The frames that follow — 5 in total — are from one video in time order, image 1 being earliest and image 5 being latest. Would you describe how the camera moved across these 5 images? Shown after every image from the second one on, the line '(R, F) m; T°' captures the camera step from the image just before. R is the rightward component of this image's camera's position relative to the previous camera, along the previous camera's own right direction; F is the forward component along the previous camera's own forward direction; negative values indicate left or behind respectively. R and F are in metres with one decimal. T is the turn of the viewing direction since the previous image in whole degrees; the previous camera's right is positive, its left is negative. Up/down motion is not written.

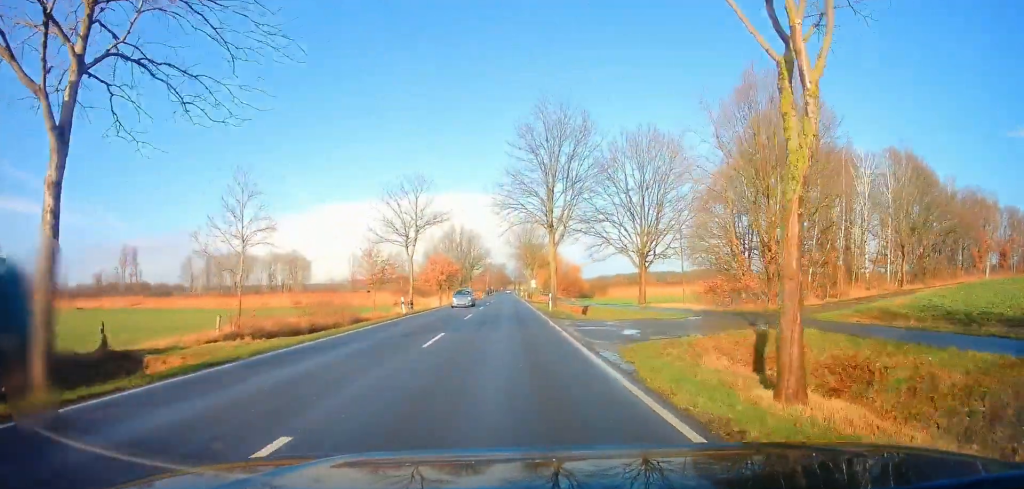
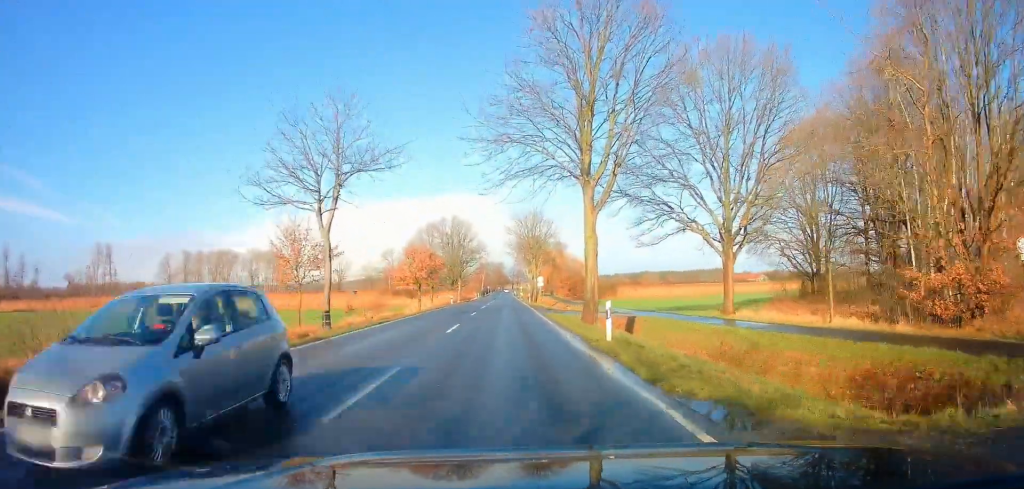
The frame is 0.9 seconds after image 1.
(-0.2, +19.7) m; 0°
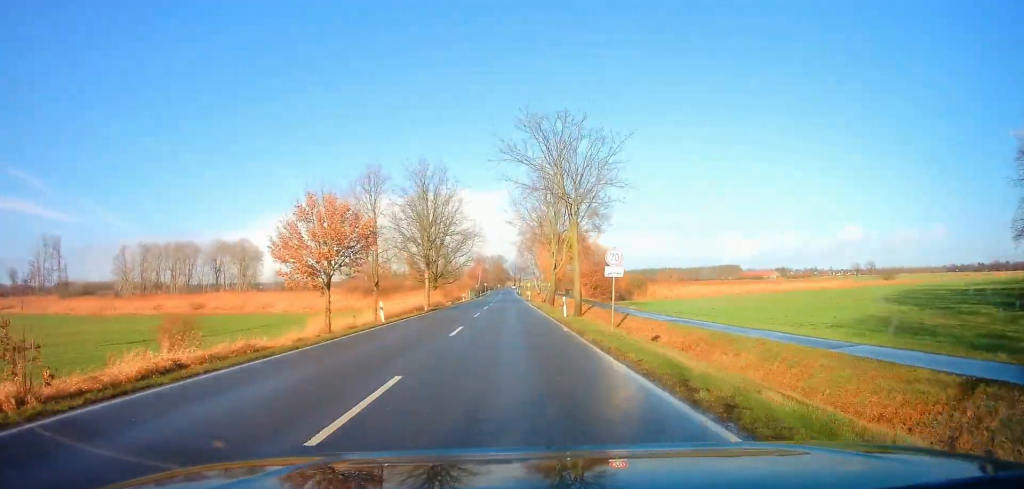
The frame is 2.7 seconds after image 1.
(+0.4, +37.1) m; +1°
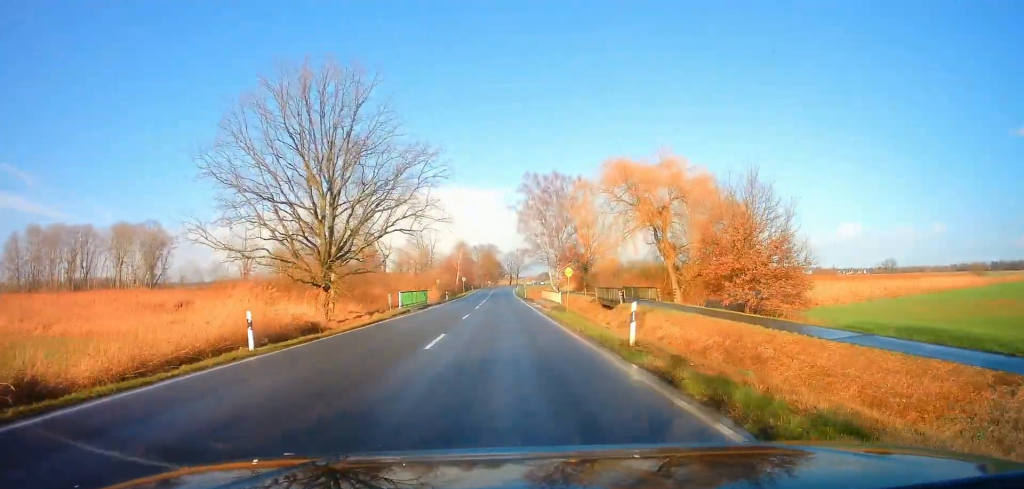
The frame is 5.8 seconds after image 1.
(+0.1, +64.1) m; 0°
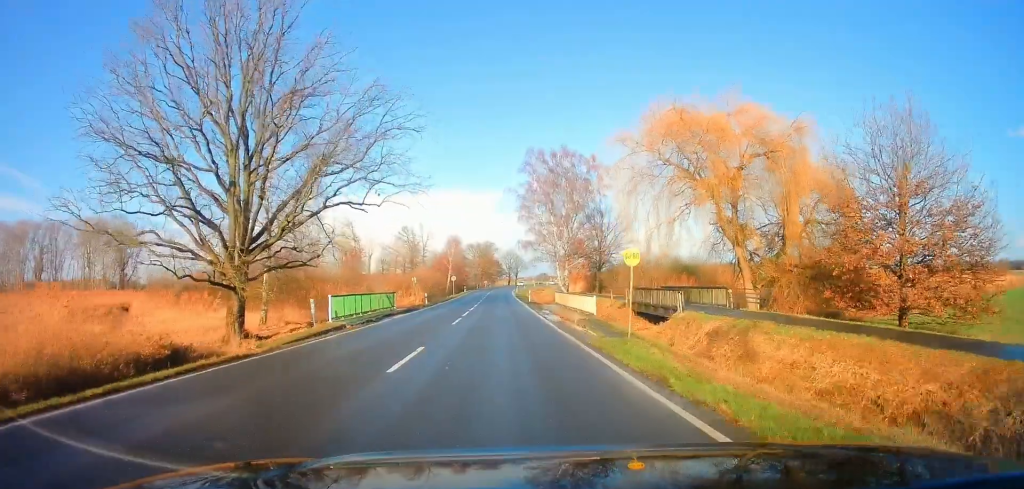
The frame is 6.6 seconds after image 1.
(0.0, +15.3) m; 0°
